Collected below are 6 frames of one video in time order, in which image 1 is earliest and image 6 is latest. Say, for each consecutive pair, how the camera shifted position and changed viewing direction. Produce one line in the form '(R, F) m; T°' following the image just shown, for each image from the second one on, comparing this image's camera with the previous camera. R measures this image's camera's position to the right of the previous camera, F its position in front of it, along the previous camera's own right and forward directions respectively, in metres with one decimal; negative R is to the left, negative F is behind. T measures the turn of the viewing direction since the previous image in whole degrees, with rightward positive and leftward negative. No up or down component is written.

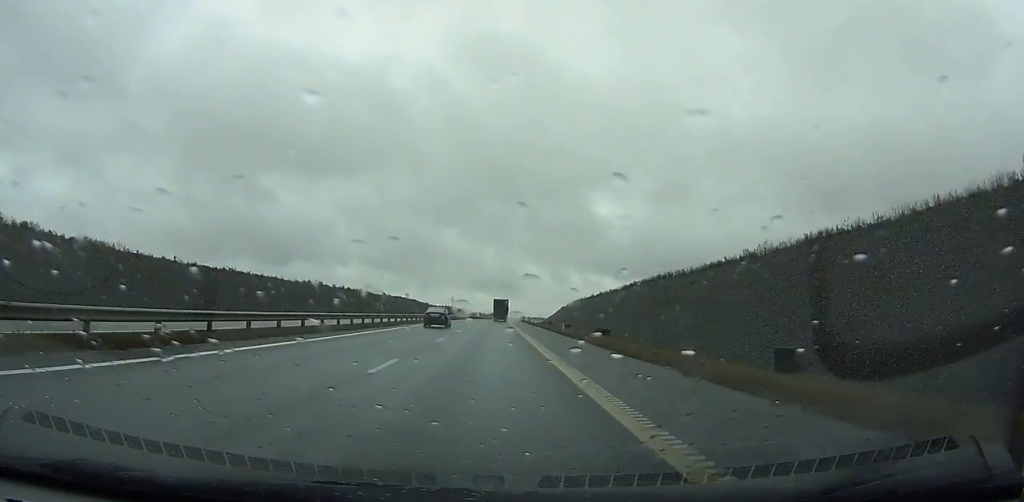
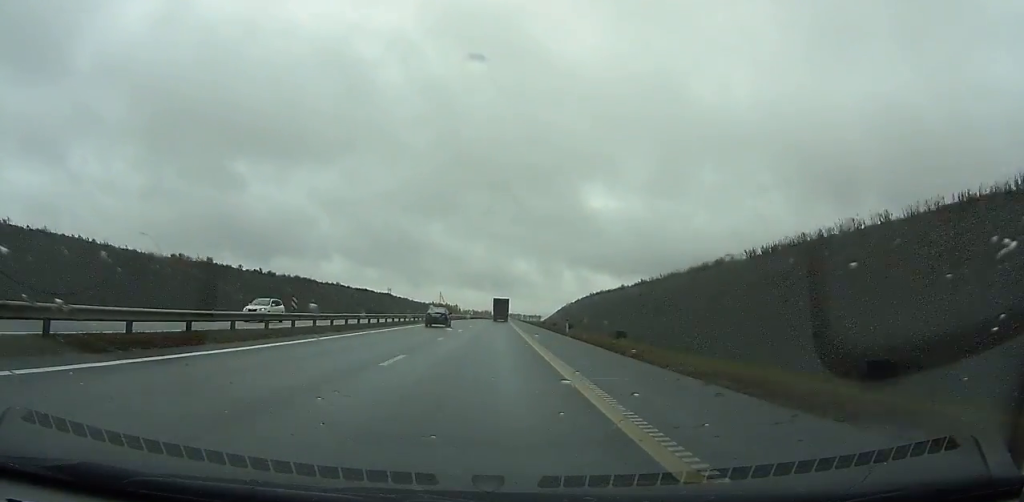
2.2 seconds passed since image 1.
(+0.5, +57.9) m; +1°
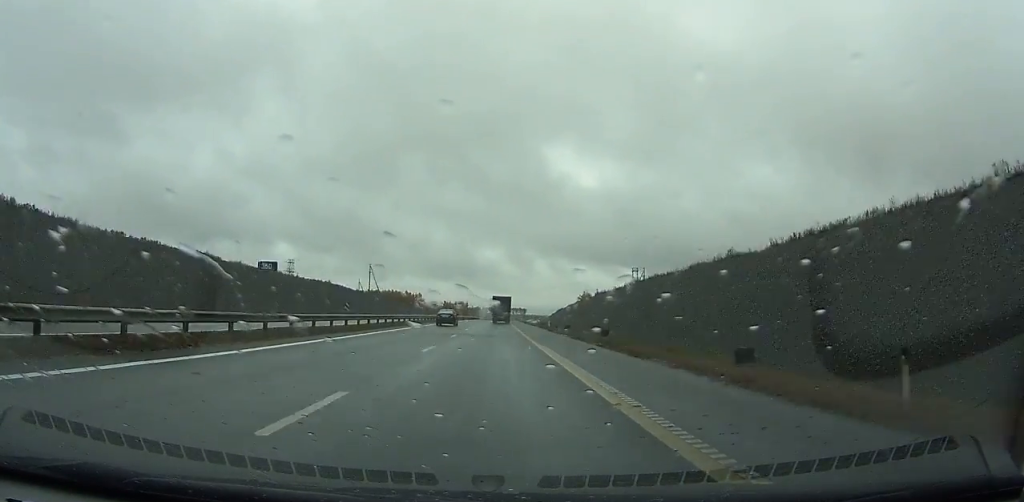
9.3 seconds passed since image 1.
(+2.0, +187.0) m; +2°
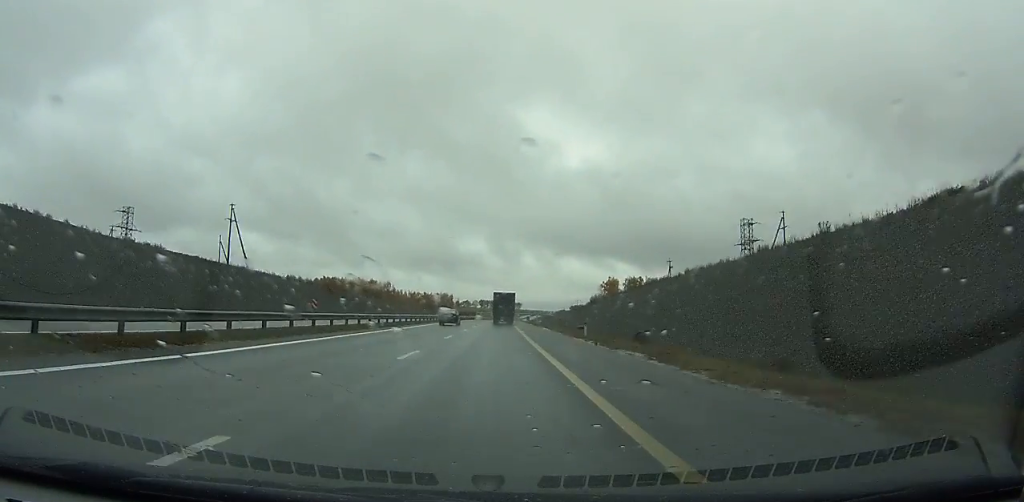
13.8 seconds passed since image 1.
(+1.7, +121.4) m; +1°
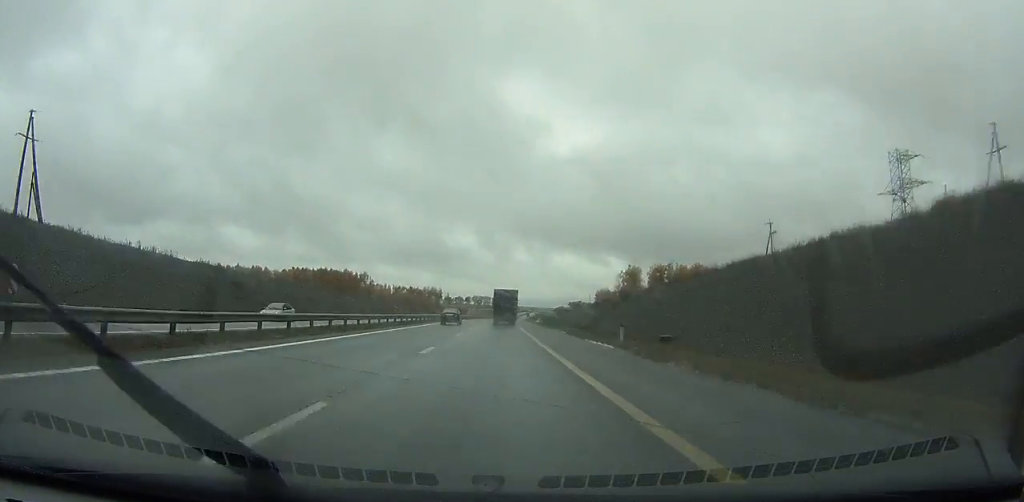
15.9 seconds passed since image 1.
(+0.2, +57.7) m; +1°
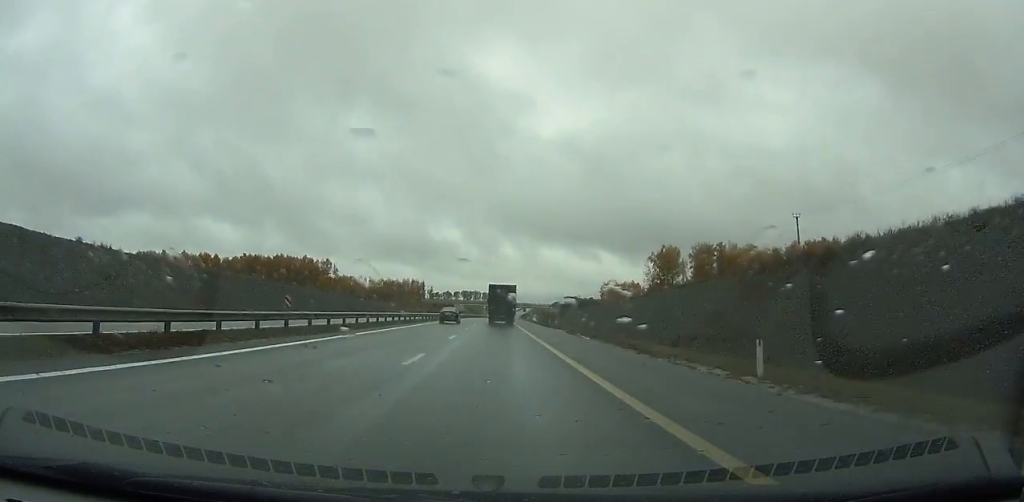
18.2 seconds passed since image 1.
(+0.2, +64.1) m; +1°
